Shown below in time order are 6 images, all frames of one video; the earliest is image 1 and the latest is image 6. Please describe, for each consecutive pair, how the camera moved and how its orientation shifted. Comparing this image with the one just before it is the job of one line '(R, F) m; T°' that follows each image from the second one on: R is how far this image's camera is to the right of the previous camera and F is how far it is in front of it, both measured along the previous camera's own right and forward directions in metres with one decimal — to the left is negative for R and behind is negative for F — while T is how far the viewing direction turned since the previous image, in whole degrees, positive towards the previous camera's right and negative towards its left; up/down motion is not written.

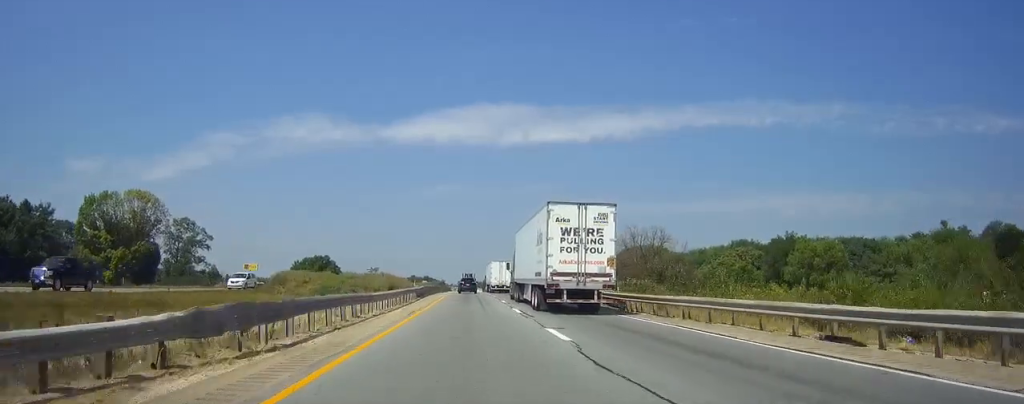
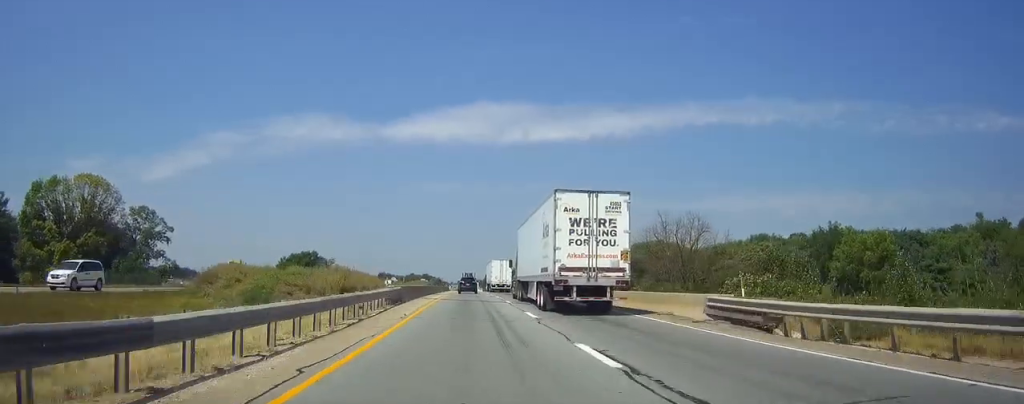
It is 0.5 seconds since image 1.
(0.0, +16.8) m; 0°
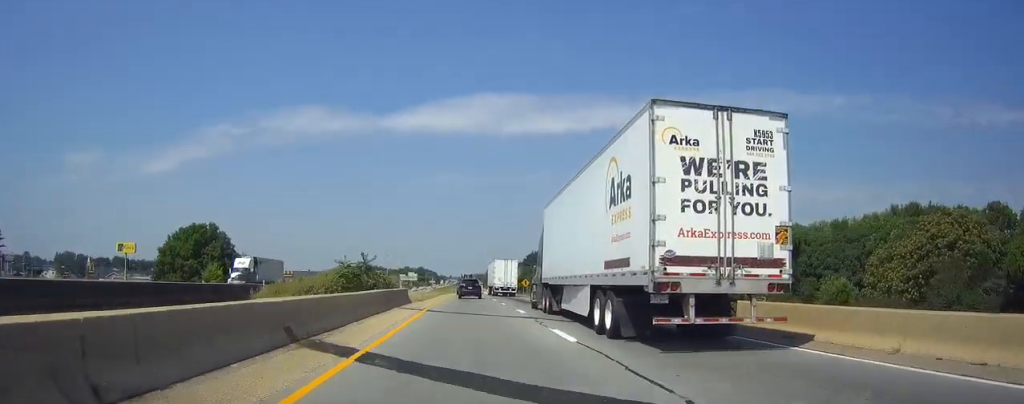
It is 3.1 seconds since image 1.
(-0.2, +81.2) m; -1°
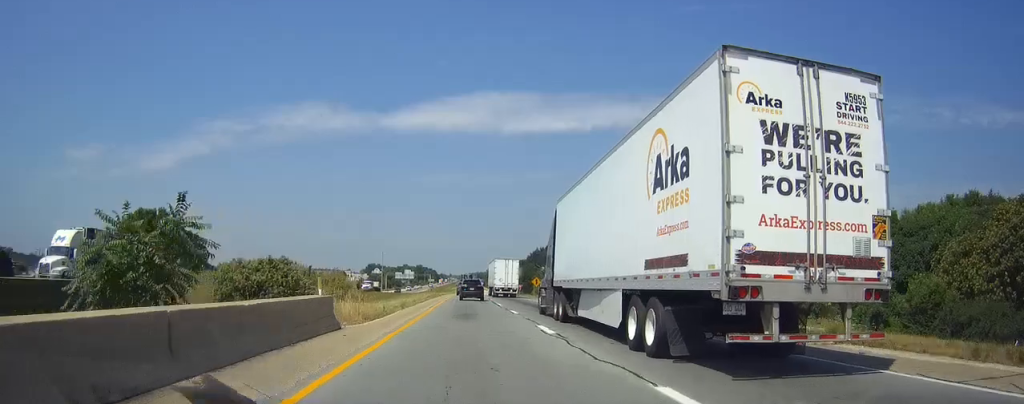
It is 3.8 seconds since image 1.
(-0.1, +21.2) m; 0°
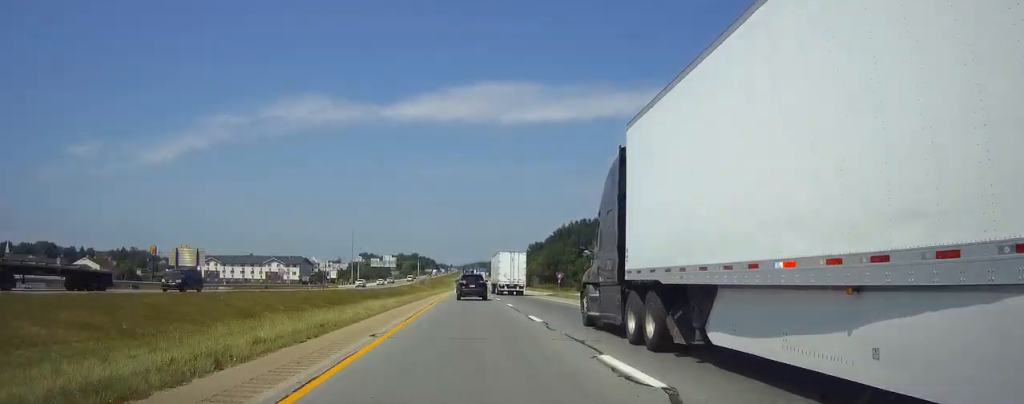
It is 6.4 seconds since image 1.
(+0.5, +82.7) m; +1°
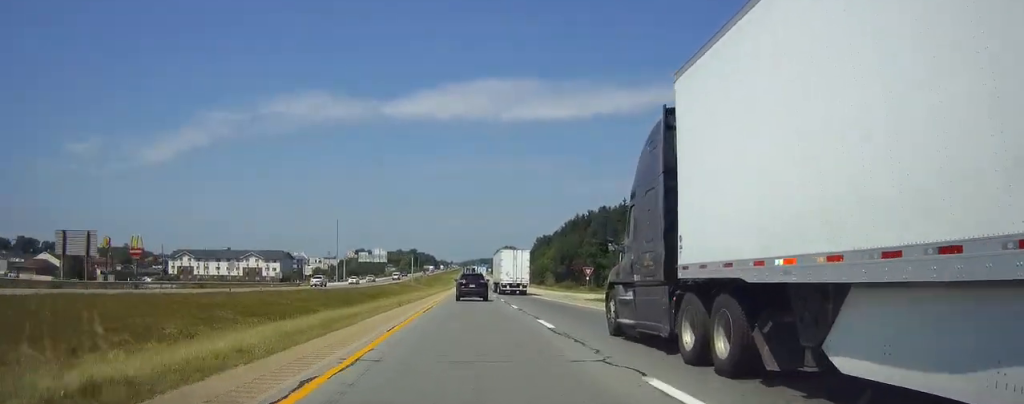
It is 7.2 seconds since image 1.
(0.0, +27.5) m; 0°
